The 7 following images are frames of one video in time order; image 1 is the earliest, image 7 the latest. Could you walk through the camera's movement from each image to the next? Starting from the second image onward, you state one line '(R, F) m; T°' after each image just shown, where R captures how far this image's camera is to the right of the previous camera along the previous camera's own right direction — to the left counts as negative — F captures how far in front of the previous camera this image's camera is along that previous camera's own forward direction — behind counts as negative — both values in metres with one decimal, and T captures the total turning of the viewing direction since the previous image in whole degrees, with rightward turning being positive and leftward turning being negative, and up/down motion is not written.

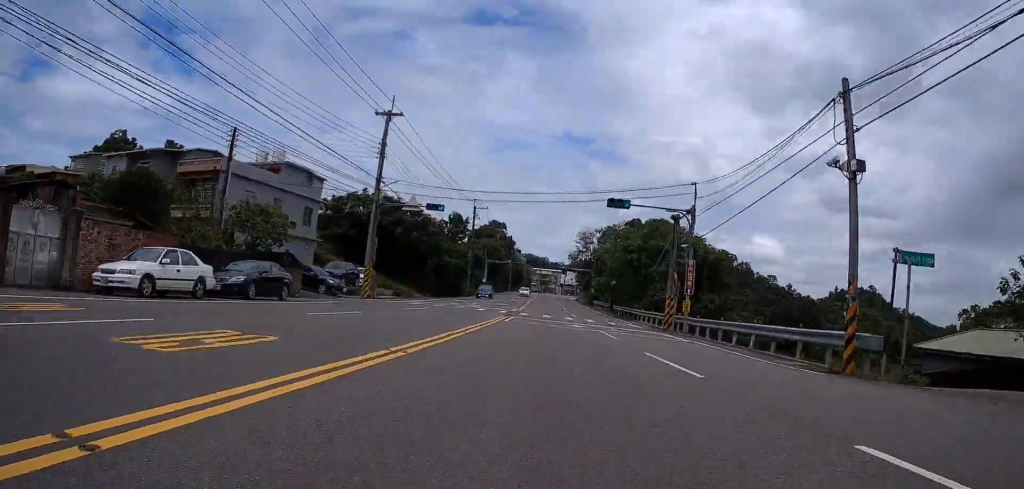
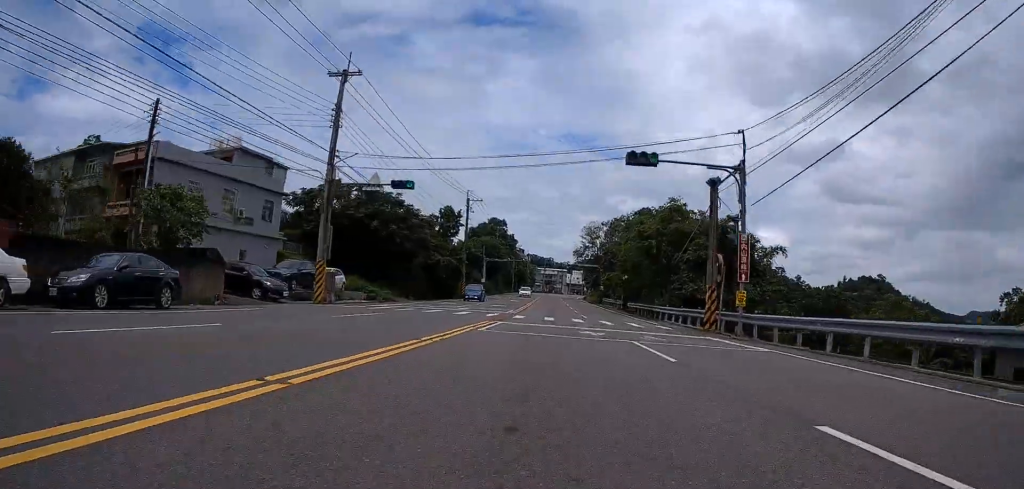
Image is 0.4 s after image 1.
(+0.1, +8.2) m; -2°
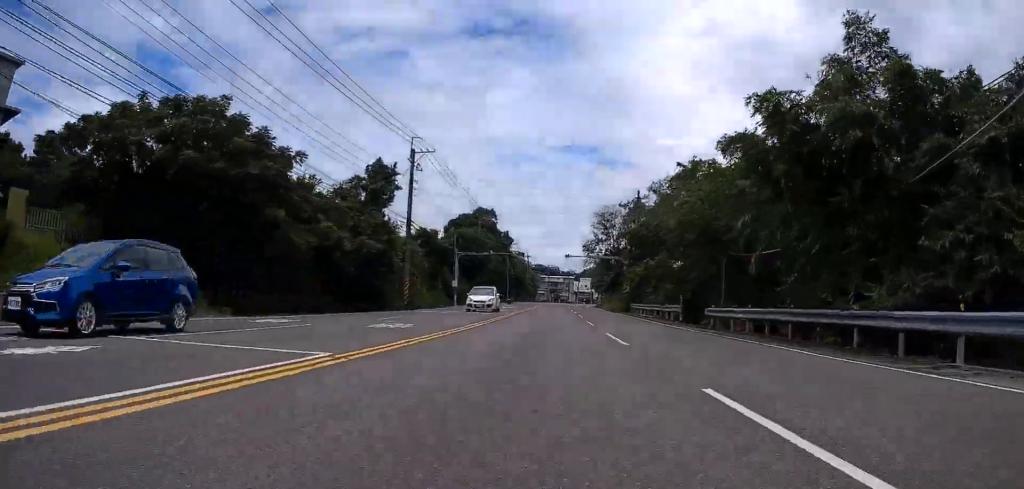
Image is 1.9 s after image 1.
(-1.7, +30.5) m; -2°
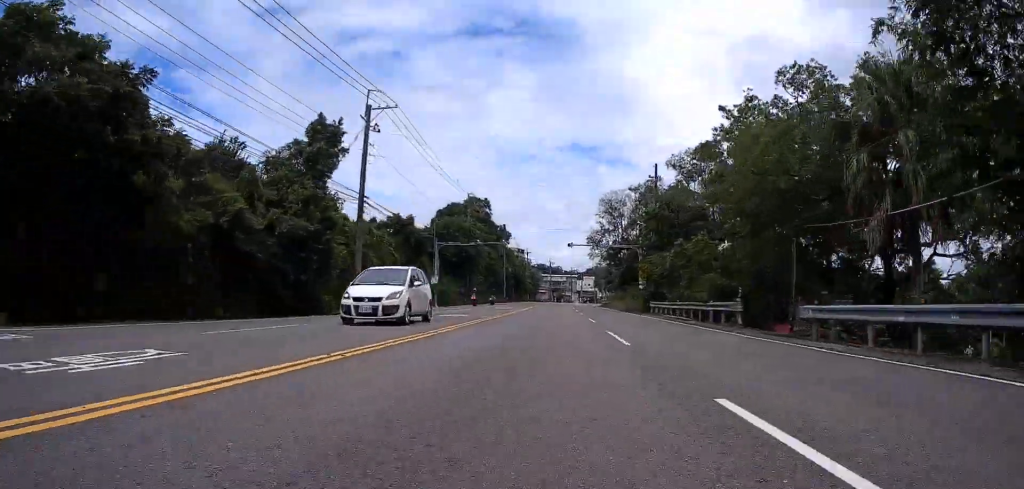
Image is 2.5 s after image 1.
(+0.7, +12.8) m; 0°
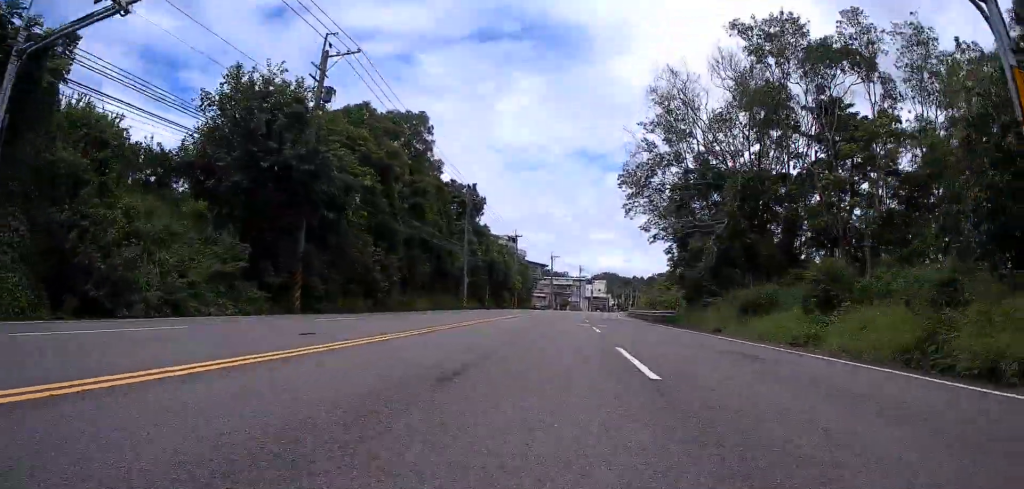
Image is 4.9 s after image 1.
(-2.2, +55.8) m; -1°
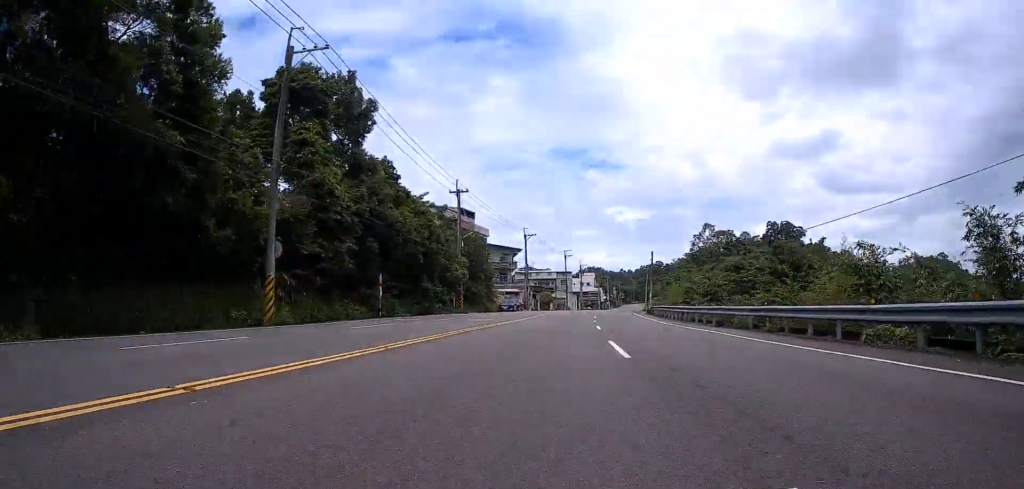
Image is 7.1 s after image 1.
(+1.1, +40.8) m; +1°
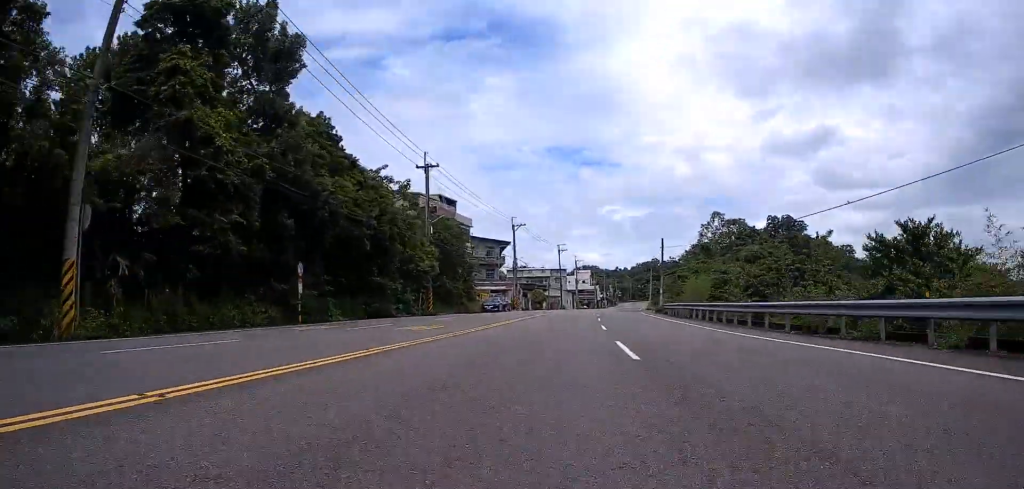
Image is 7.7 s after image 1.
(-0.4, +10.6) m; +1°
